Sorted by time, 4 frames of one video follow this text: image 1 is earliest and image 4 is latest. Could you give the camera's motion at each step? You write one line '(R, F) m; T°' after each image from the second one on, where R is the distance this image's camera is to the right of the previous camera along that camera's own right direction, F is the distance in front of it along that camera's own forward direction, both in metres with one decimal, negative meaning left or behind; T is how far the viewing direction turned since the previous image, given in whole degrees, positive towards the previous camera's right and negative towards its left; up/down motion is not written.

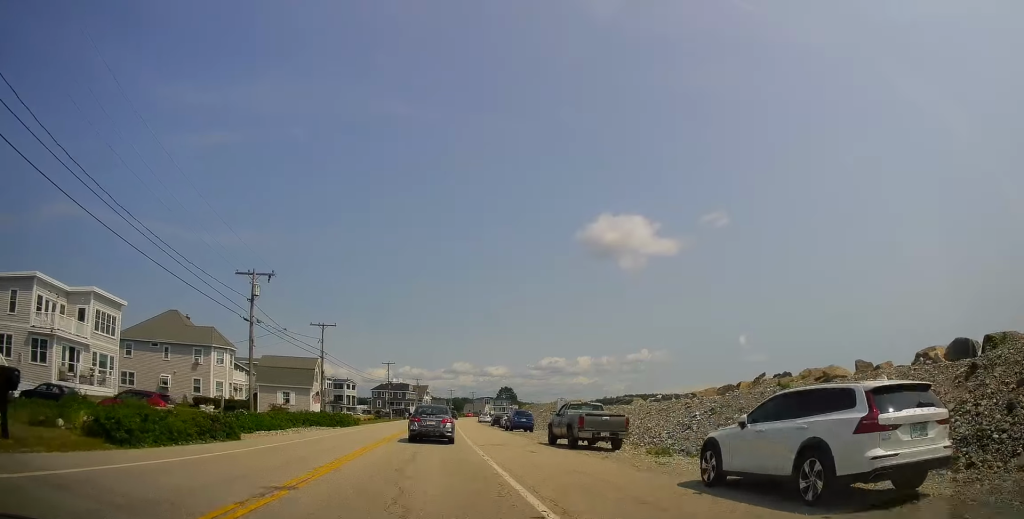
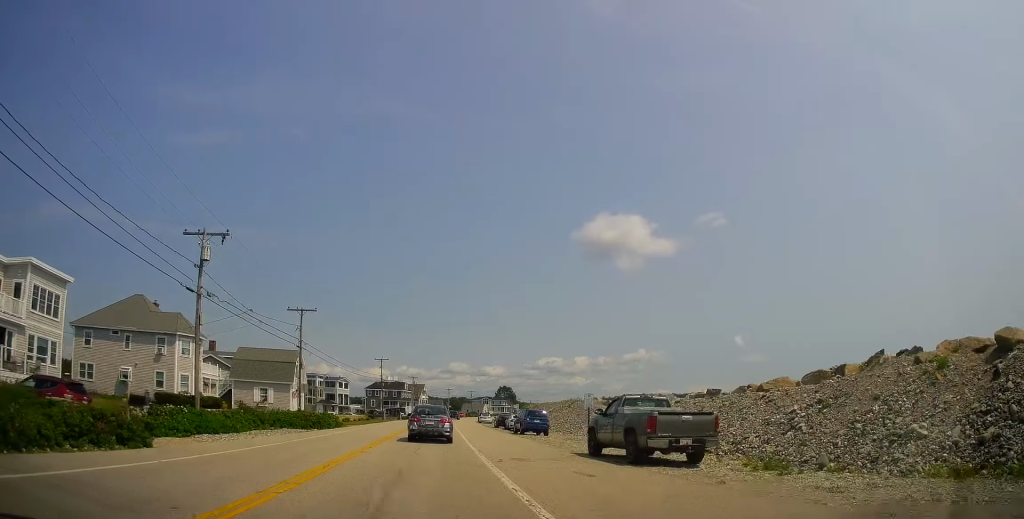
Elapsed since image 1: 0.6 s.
(0.0, +7.7) m; 0°
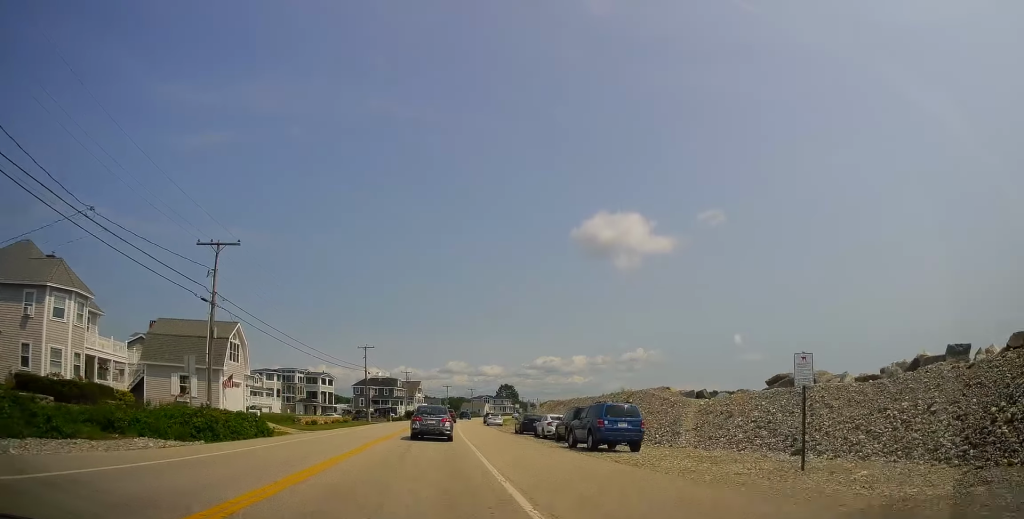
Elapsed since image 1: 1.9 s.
(+0.1, +18.5) m; +2°
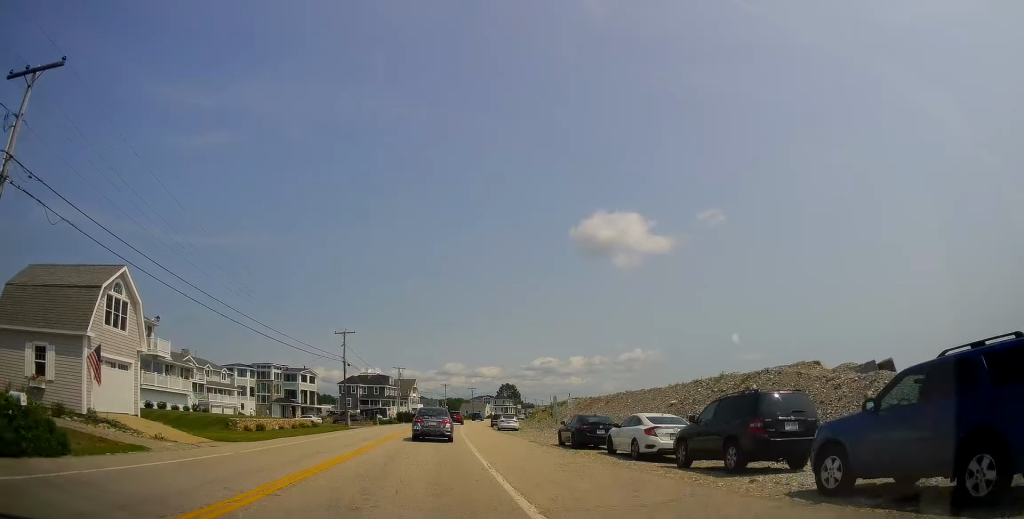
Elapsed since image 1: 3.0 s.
(+0.1, +16.0) m; 0°
